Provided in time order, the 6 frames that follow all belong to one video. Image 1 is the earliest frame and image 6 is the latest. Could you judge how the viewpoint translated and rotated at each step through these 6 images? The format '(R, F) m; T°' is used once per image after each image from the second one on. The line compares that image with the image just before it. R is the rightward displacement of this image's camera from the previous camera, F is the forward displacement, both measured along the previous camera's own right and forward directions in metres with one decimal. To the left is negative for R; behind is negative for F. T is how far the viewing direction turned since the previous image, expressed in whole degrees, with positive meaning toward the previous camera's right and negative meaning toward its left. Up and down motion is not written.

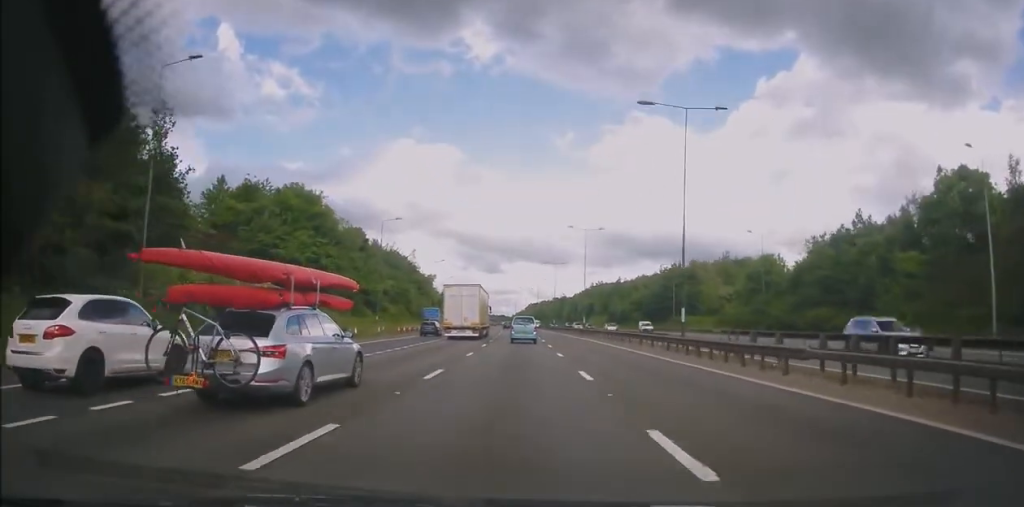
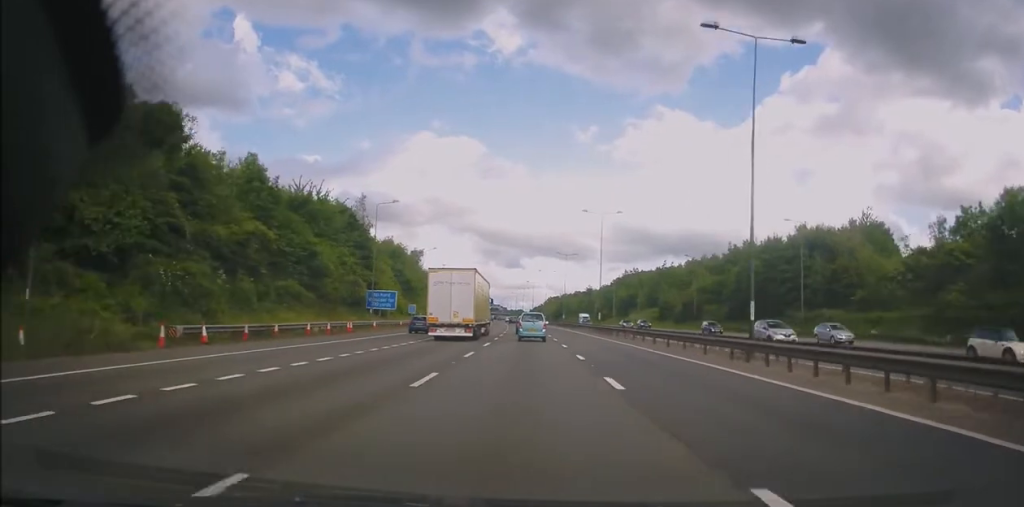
(-0.9, +48.8) m; -2°
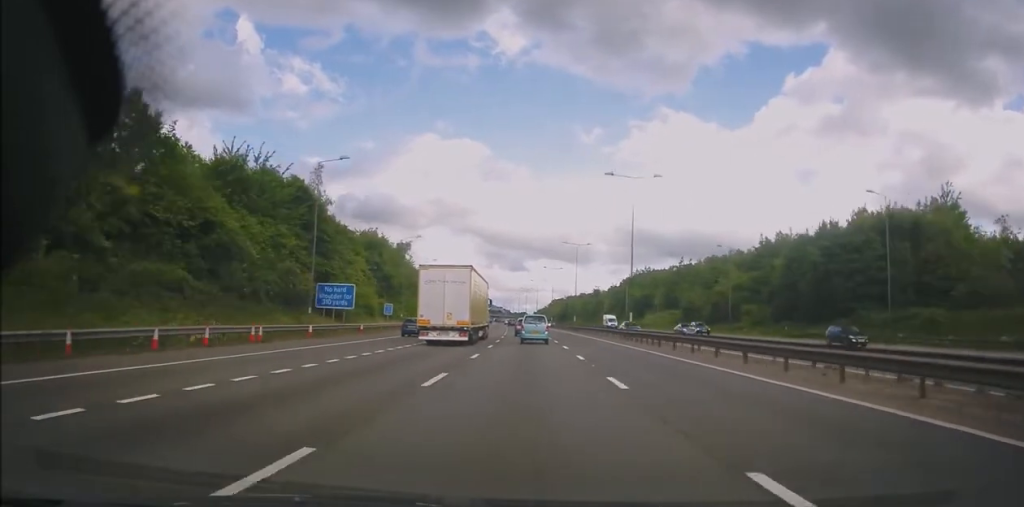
(0.0, +17.0) m; -1°
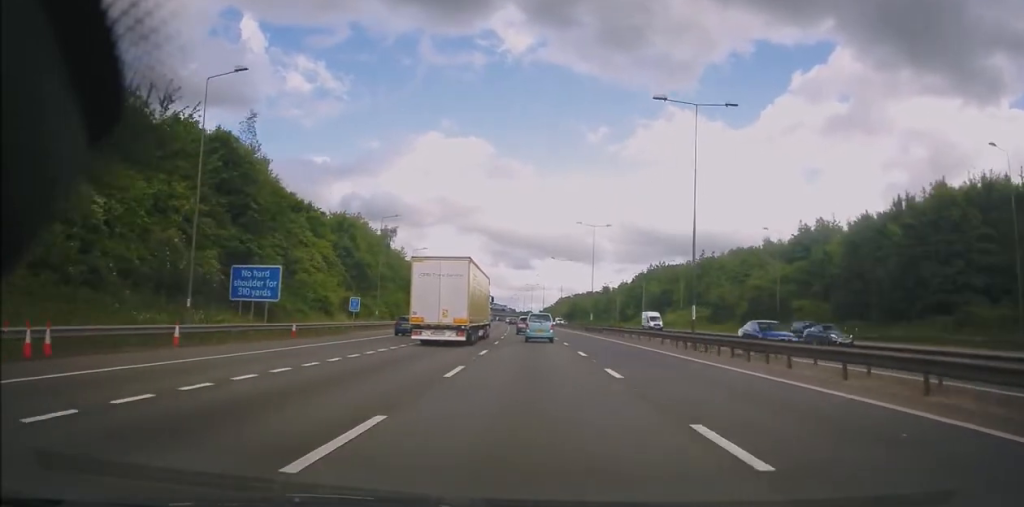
(+0.1, +15.9) m; -1°
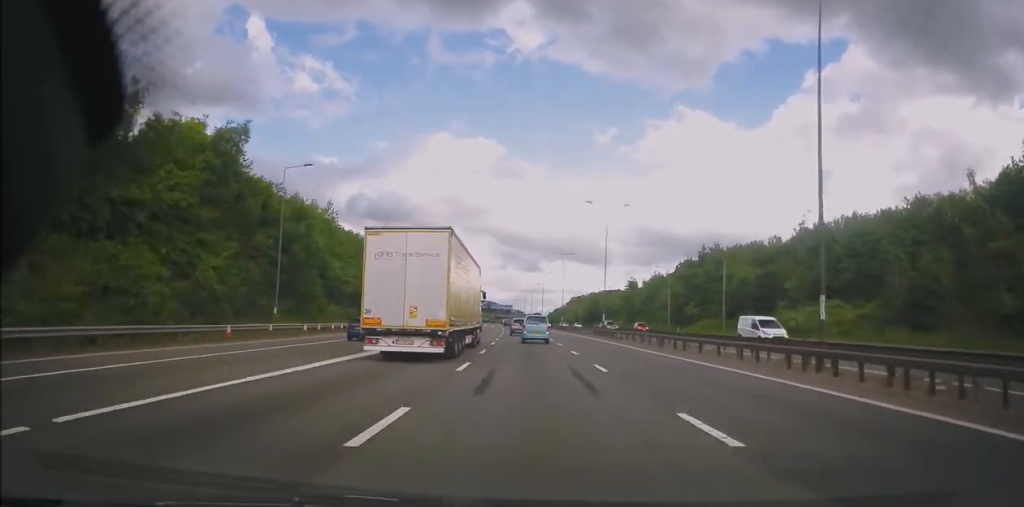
(-0.8, +53.8) m; -2°
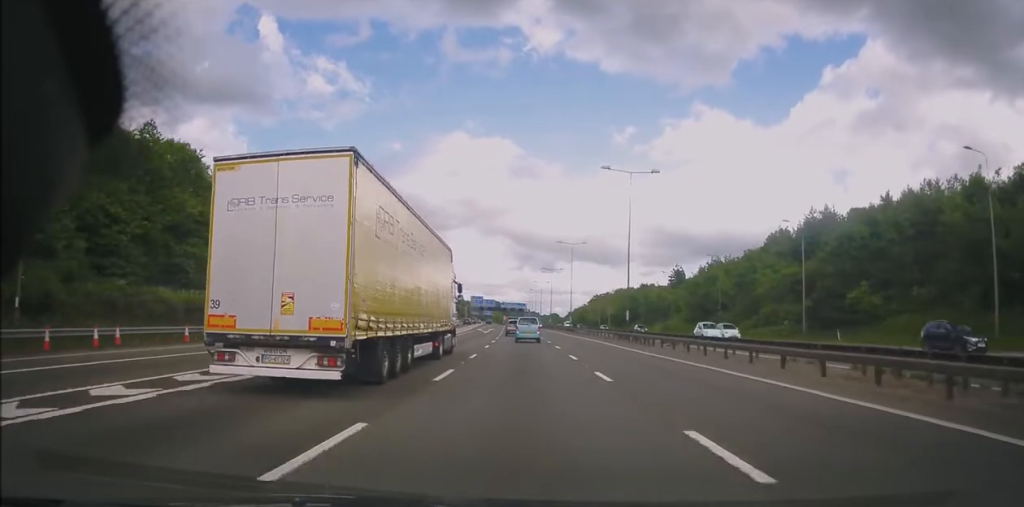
(-0.1, +53.9) m; 0°
